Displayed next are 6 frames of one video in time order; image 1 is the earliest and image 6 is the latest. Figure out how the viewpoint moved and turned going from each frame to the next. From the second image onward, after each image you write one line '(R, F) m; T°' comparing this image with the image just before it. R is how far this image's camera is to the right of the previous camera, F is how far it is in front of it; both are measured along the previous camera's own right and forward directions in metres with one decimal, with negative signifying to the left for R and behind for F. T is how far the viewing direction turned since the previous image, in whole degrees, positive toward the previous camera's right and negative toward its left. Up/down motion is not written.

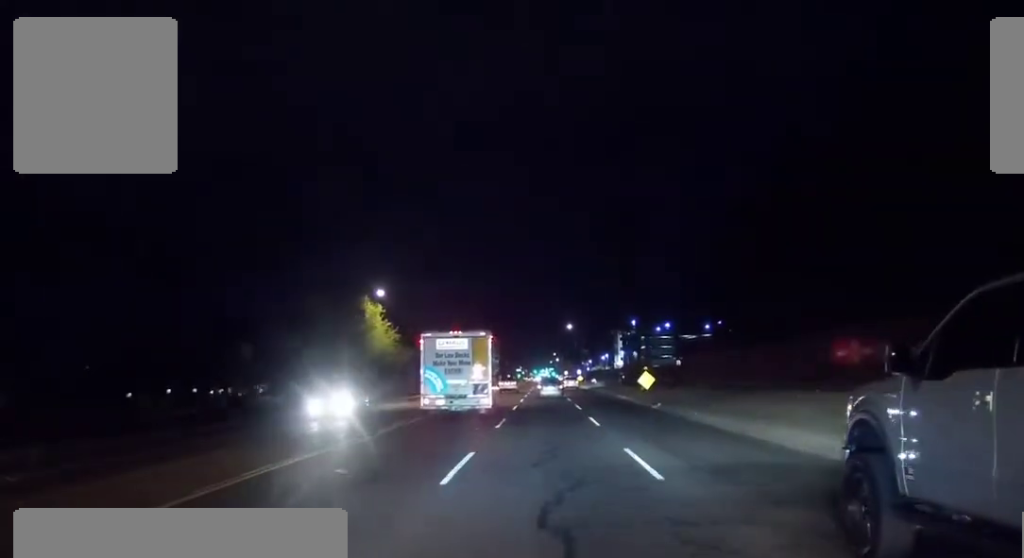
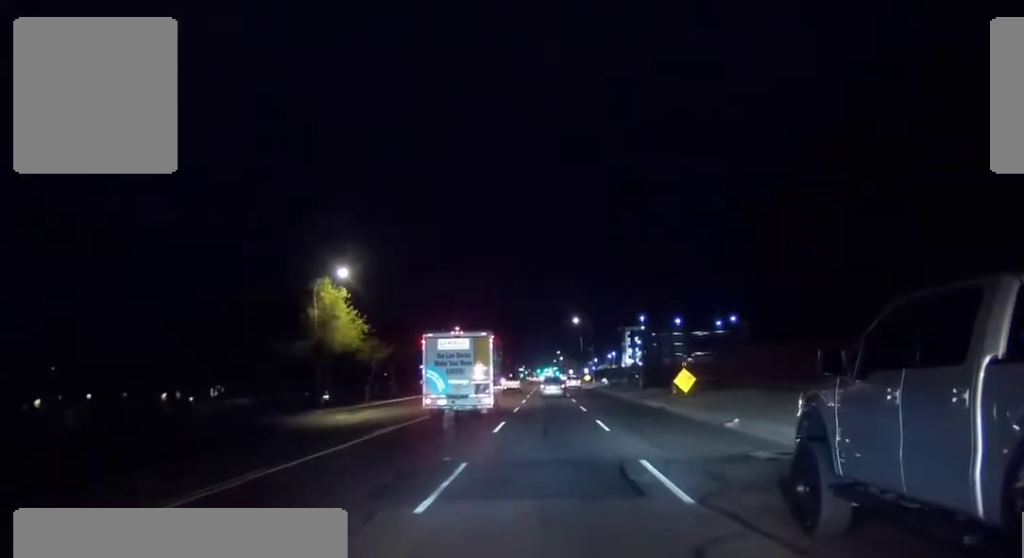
(+0.2, +14.1) m; +1°
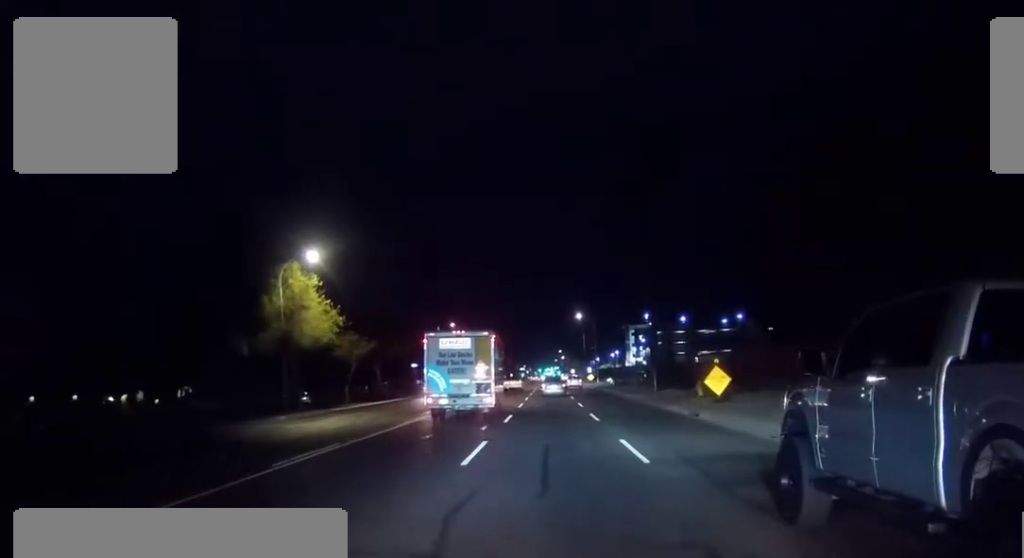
(0.0, +7.7) m; 0°
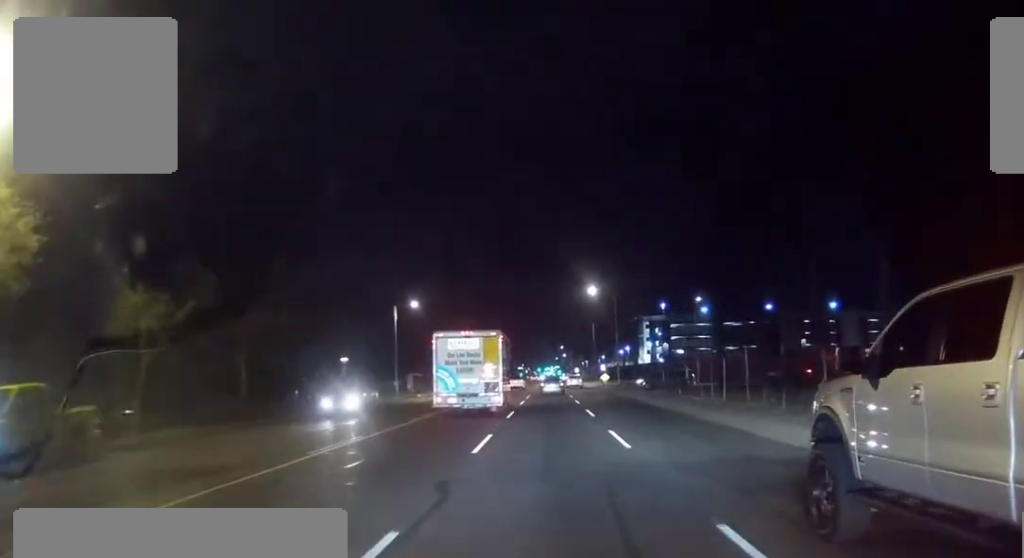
(0.0, +34.0) m; 0°
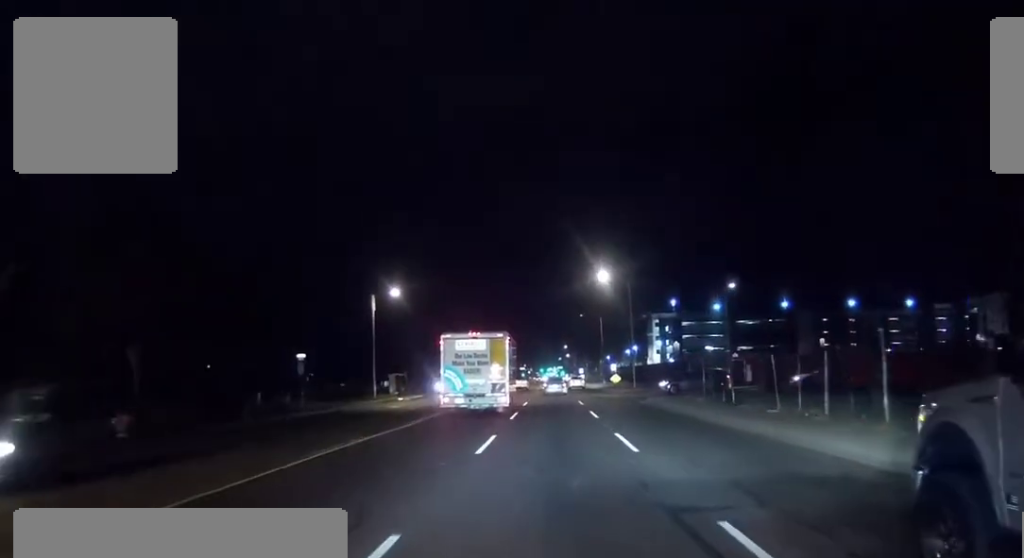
(0.0, +12.4) m; 0°
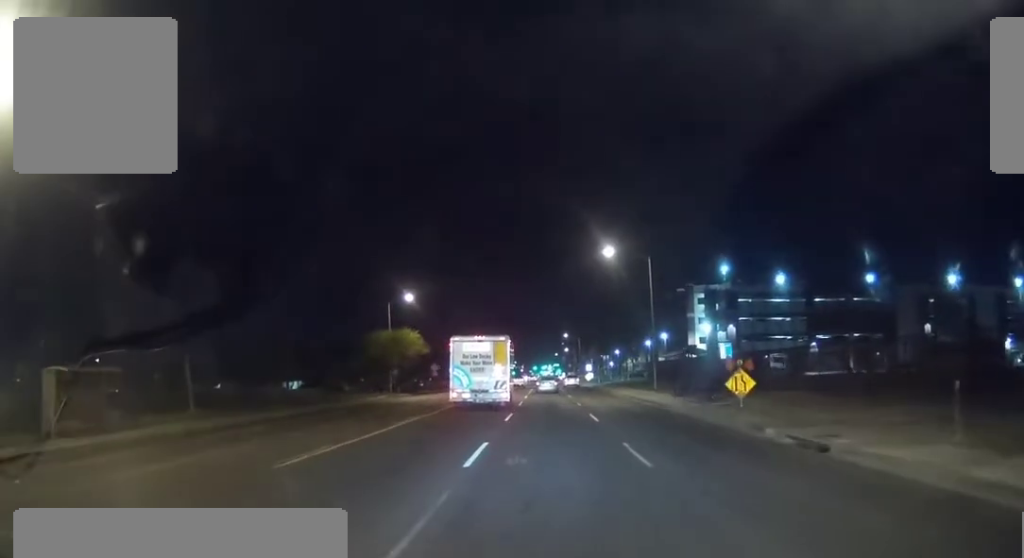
(0.0, +60.0) m; 0°
